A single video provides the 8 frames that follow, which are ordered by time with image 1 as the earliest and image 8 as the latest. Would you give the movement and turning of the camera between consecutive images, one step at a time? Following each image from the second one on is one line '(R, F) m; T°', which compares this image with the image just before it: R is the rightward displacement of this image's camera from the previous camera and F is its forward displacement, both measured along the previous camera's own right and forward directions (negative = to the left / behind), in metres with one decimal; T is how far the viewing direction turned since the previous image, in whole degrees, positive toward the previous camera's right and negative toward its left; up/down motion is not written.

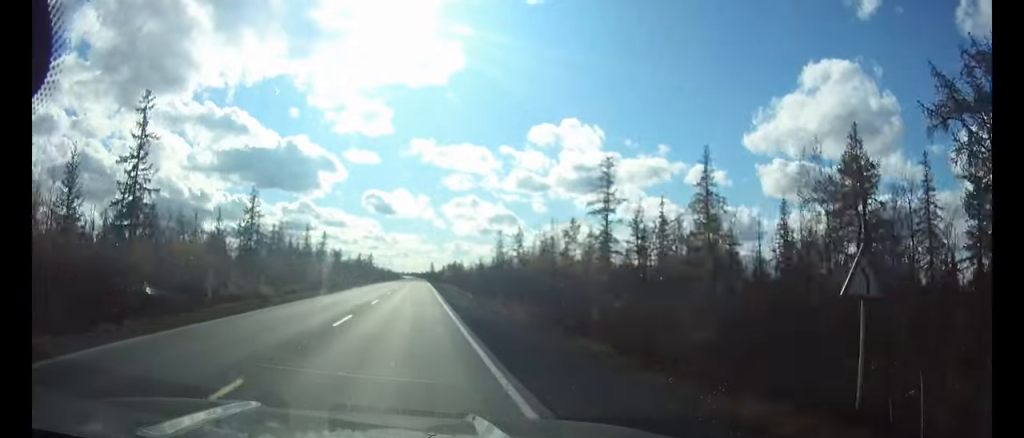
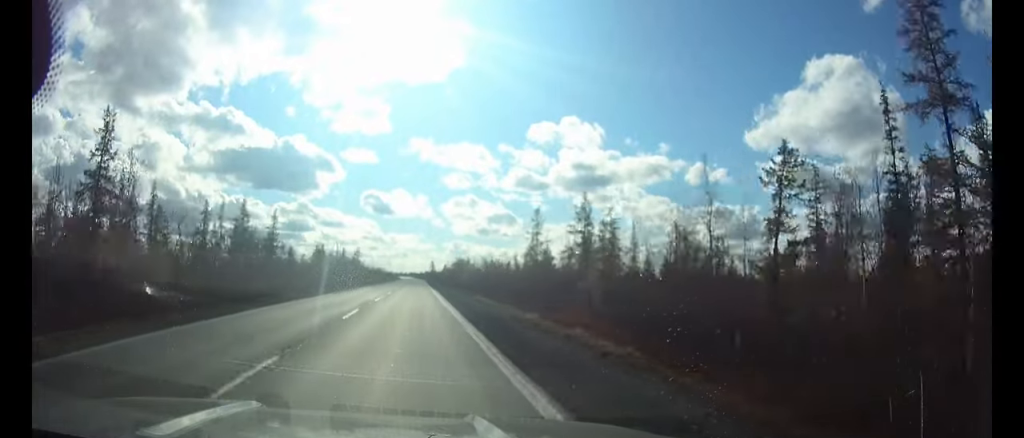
(0.0, +46.3) m; 0°
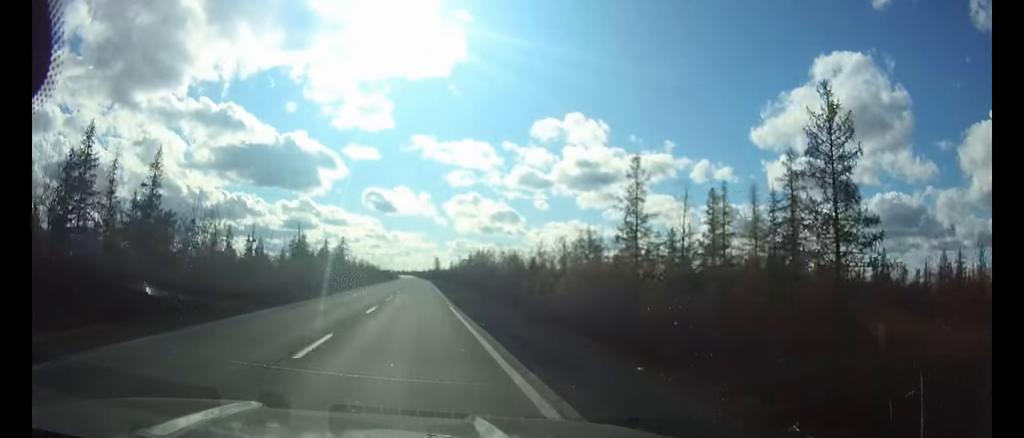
(-0.1, +43.5) m; 0°
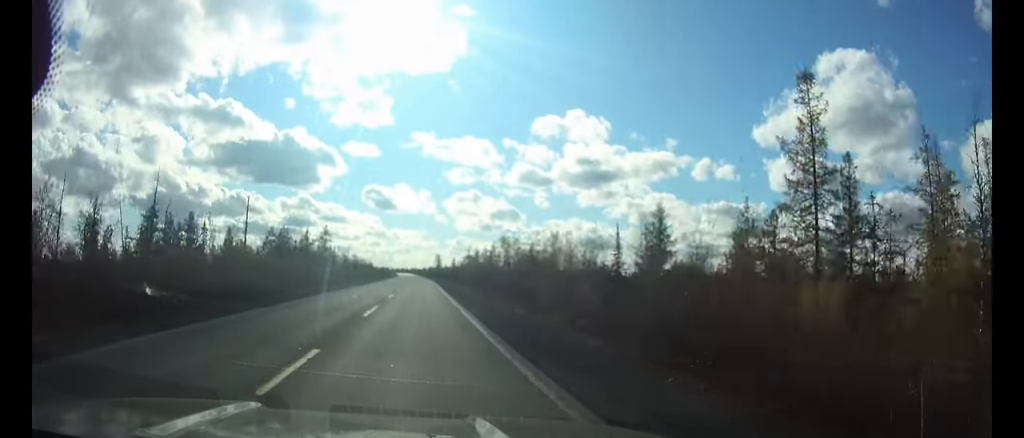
(0.0, +27.2) m; 0°
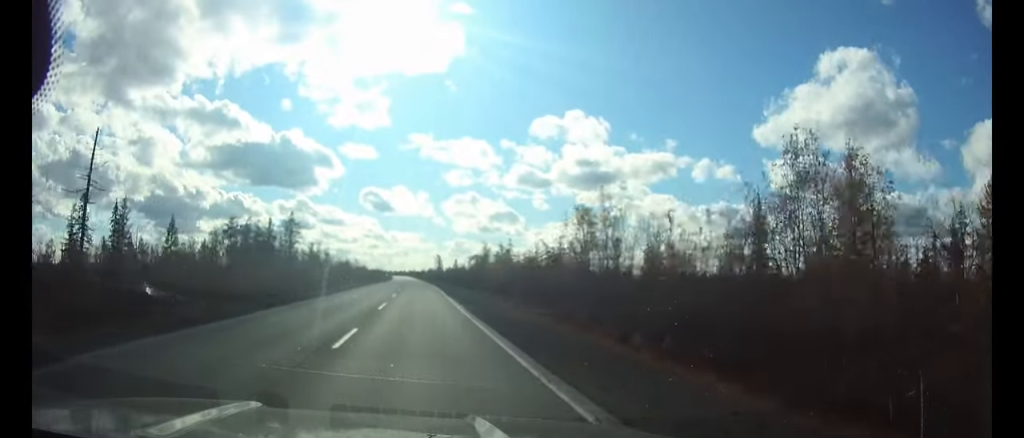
(0.0, +31.4) m; 0°
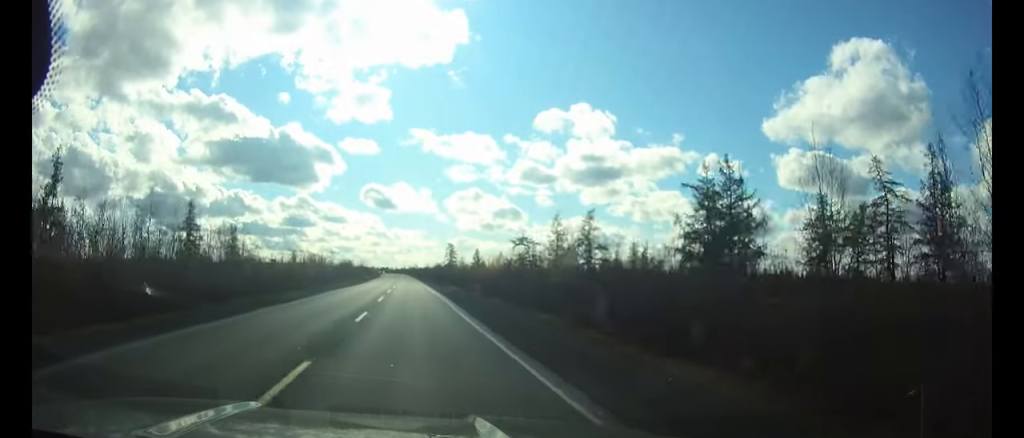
(-0.2, +89.1) m; -1°
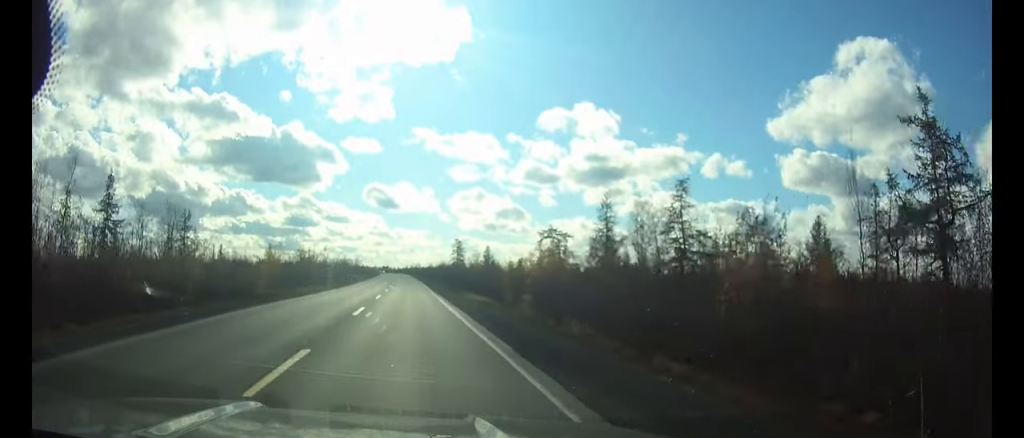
(-0.1, +22.2) m; 0°
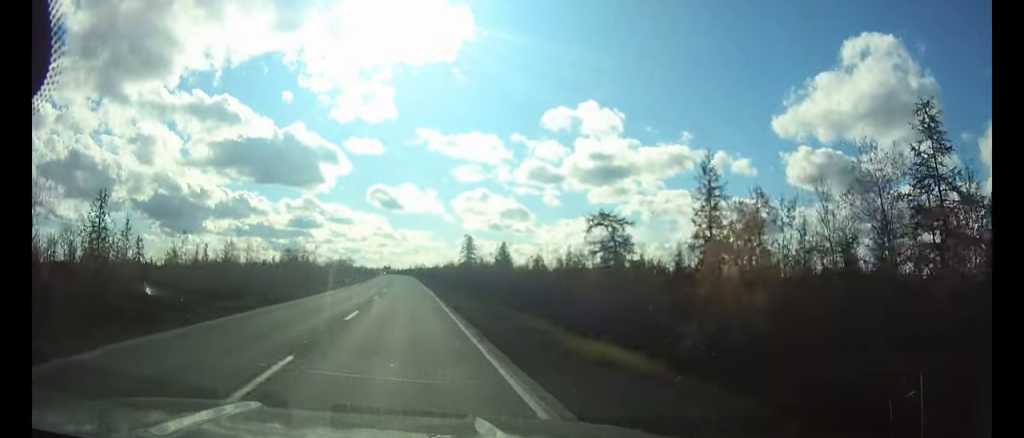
(-0.1, +24.9) m; 0°
